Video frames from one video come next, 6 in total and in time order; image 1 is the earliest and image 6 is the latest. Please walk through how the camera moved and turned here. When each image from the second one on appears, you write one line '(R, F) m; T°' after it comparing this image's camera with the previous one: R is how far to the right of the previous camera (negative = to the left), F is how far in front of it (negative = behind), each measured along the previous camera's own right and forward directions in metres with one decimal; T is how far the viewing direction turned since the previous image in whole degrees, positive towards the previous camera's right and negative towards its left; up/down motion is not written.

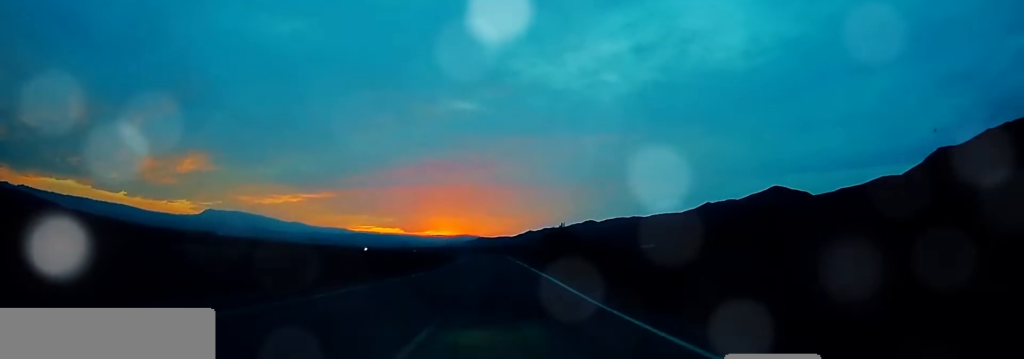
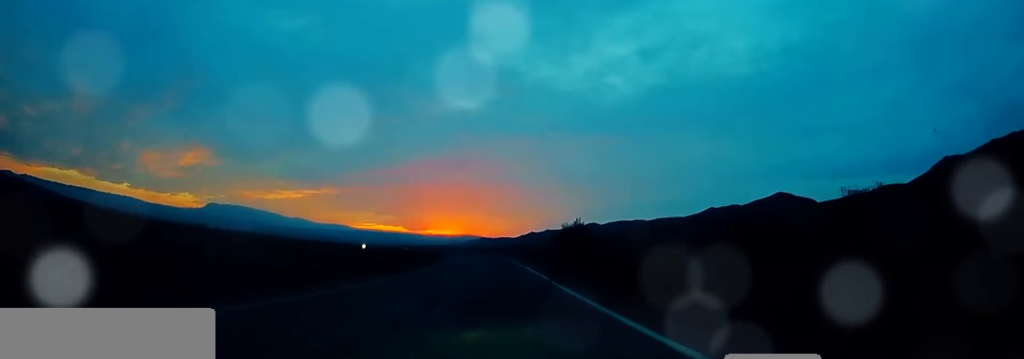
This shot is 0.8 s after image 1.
(0.0, +17.7) m; 0°
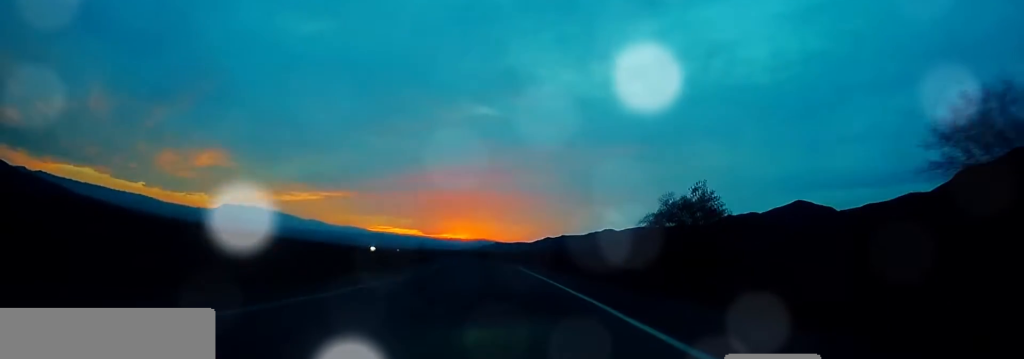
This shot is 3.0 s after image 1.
(-0.7, +47.3) m; -3°
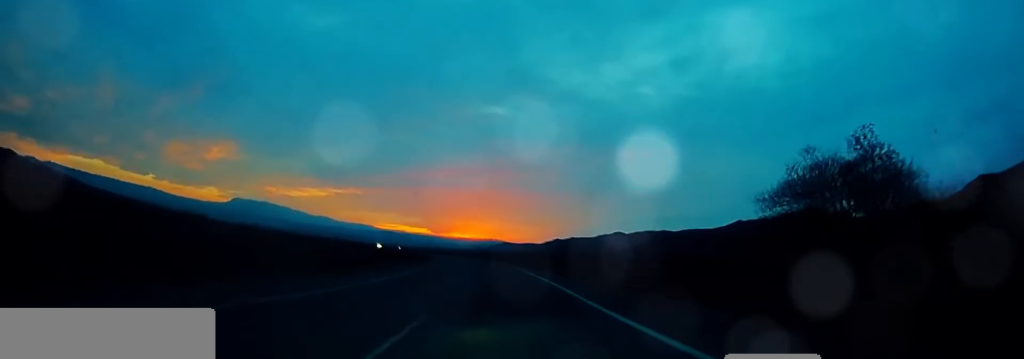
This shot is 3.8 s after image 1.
(-0.7, +17.3) m; 0°
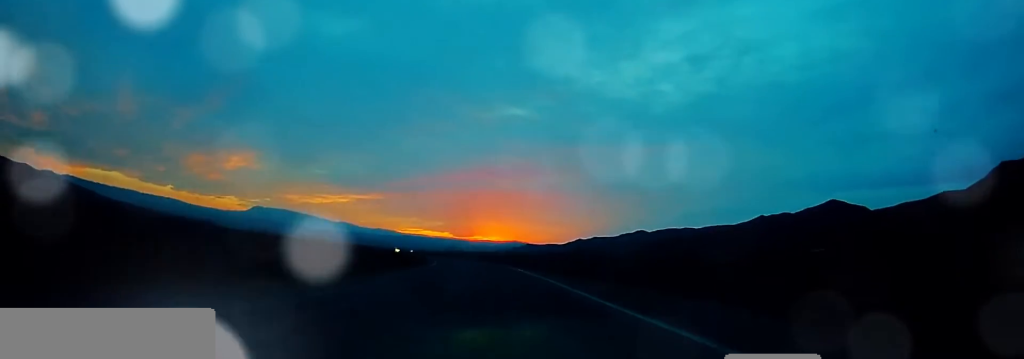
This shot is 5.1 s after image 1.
(+0.6, +27.8) m; -1°
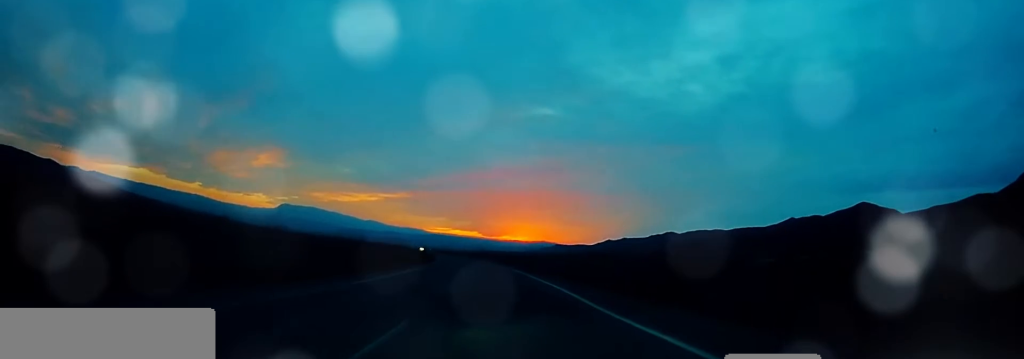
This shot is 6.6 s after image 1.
(-0.8, +32.2) m; -2°
